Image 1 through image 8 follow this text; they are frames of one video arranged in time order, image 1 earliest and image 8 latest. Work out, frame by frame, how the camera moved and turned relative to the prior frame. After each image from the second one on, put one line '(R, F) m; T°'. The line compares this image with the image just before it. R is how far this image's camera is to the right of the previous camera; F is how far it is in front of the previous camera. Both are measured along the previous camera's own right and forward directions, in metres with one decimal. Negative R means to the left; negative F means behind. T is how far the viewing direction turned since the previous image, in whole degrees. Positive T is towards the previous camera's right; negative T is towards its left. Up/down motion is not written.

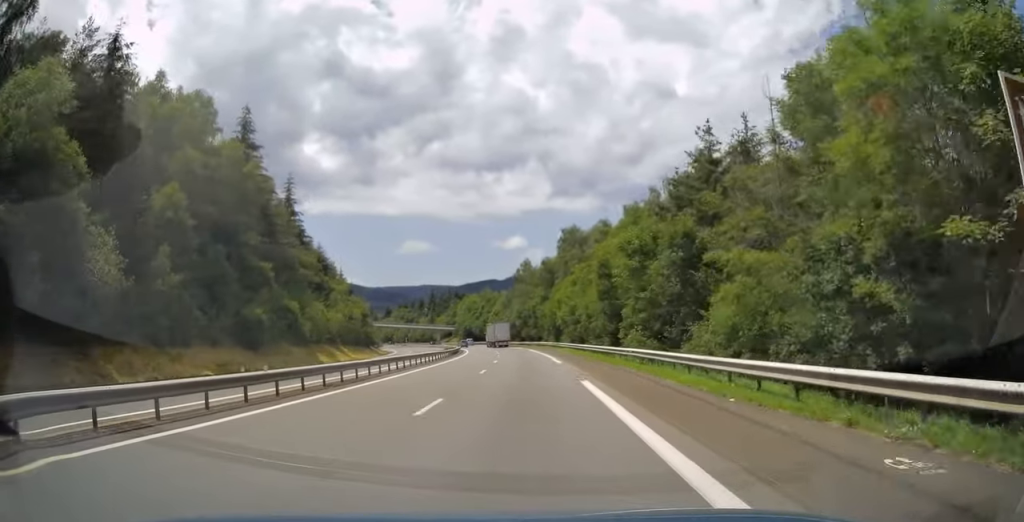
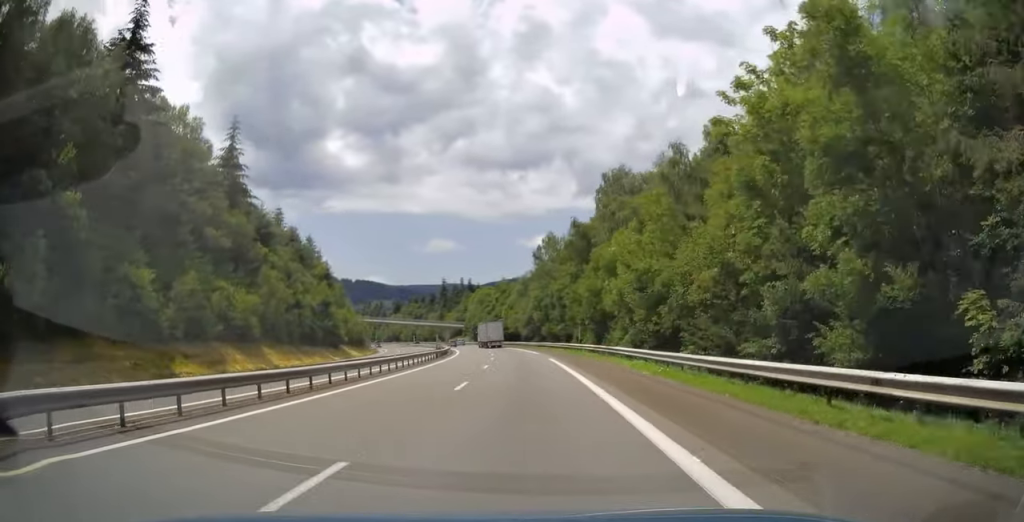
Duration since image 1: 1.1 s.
(-0.9, +40.8) m; -2°
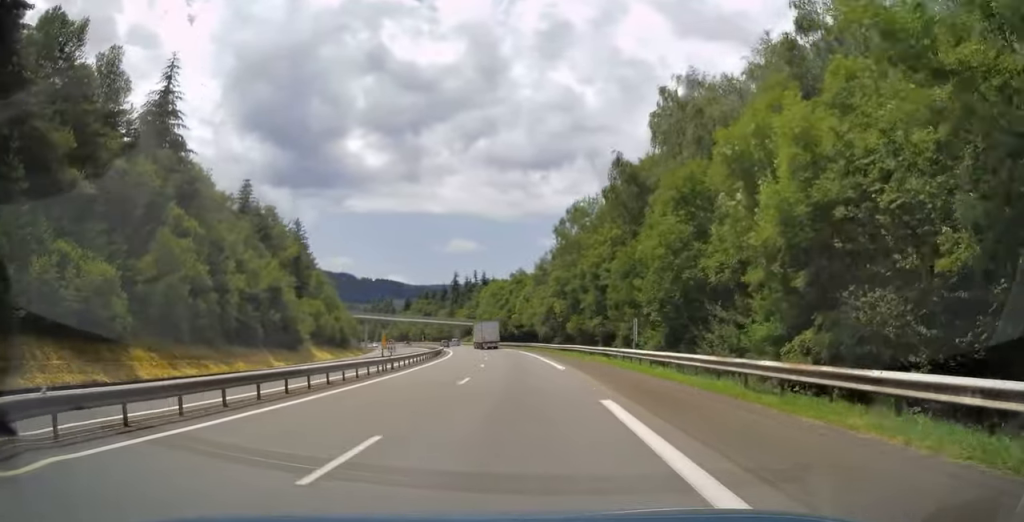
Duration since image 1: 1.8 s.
(-0.2, +30.8) m; -2°
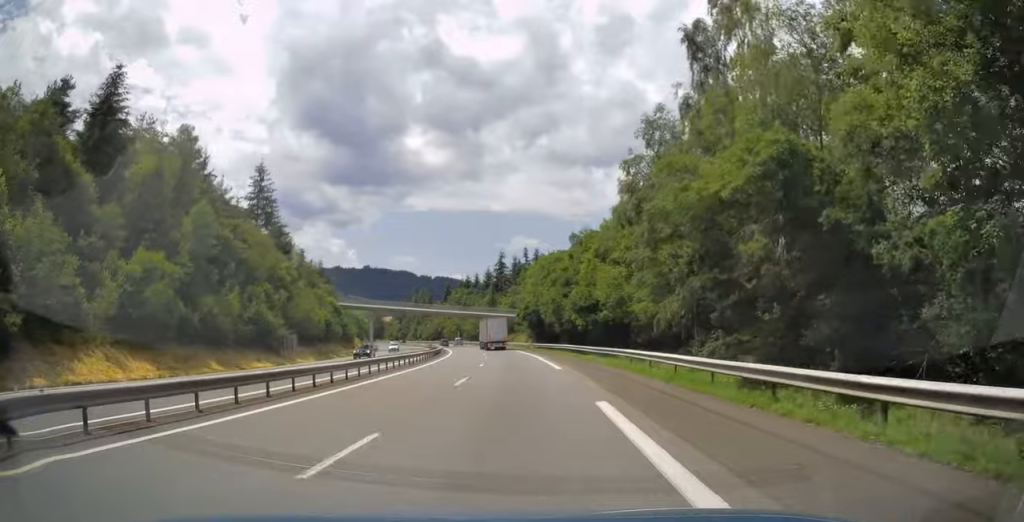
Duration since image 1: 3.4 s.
(-3.8, +60.3) m; -8°
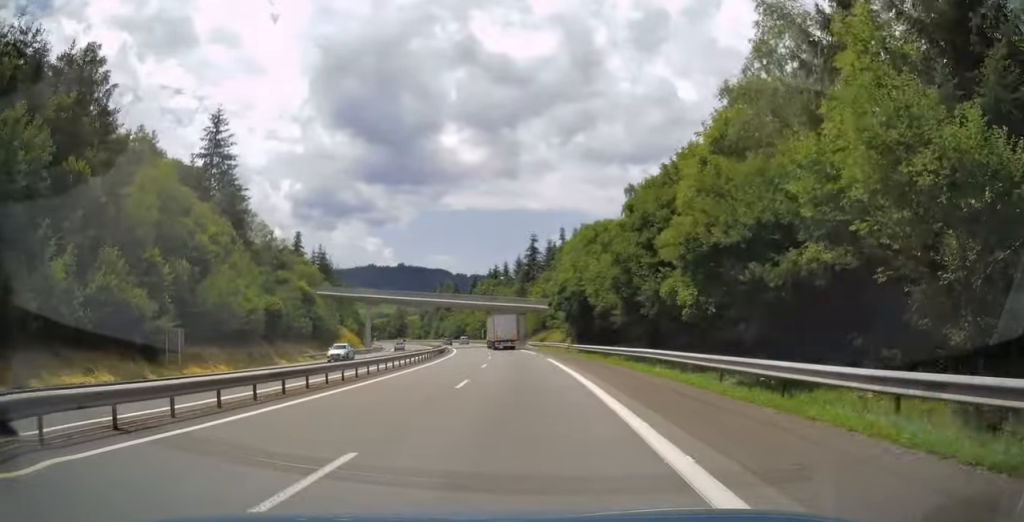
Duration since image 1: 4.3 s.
(-1.3, +28.9) m; -3°
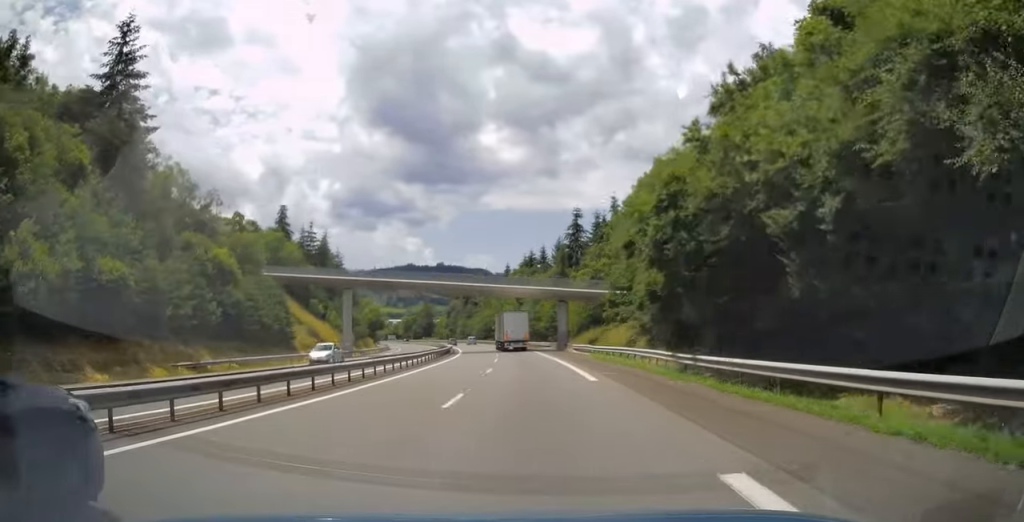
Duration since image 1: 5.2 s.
(-0.6, +30.8) m; -3°
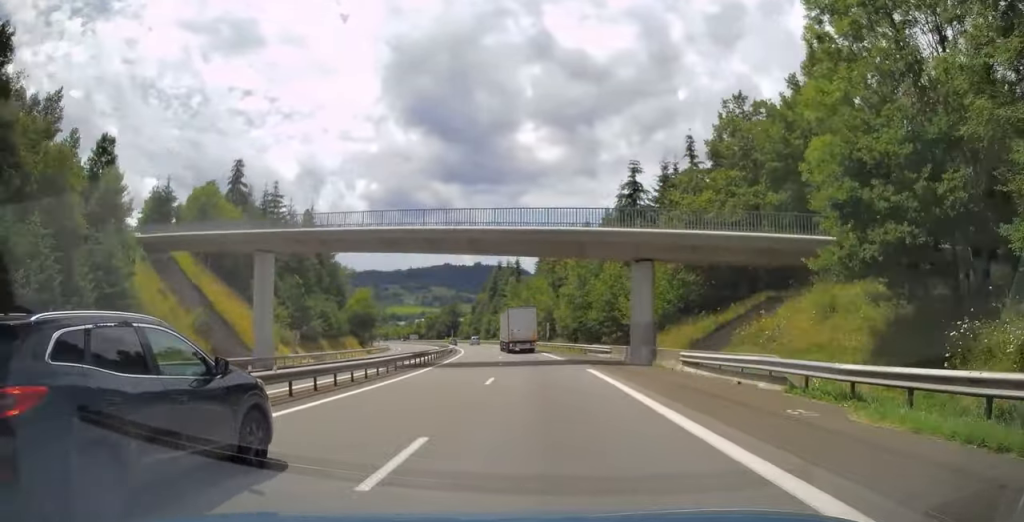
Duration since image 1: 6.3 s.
(-0.9, +32.2) m; -4°
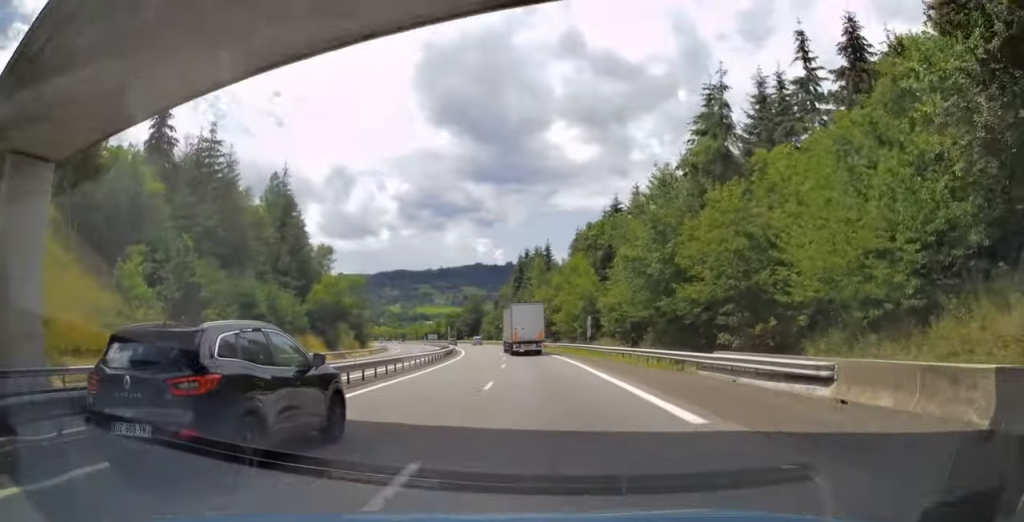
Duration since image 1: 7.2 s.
(-0.8, +26.7) m; -3°
